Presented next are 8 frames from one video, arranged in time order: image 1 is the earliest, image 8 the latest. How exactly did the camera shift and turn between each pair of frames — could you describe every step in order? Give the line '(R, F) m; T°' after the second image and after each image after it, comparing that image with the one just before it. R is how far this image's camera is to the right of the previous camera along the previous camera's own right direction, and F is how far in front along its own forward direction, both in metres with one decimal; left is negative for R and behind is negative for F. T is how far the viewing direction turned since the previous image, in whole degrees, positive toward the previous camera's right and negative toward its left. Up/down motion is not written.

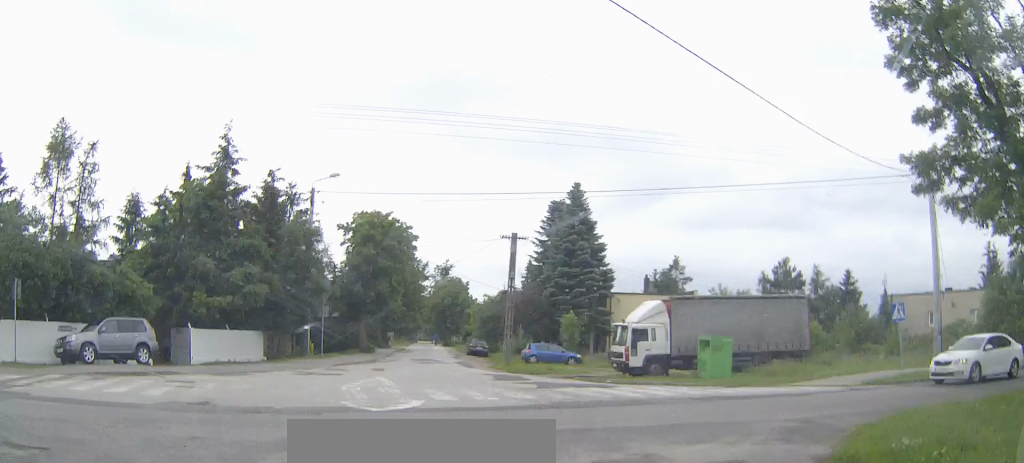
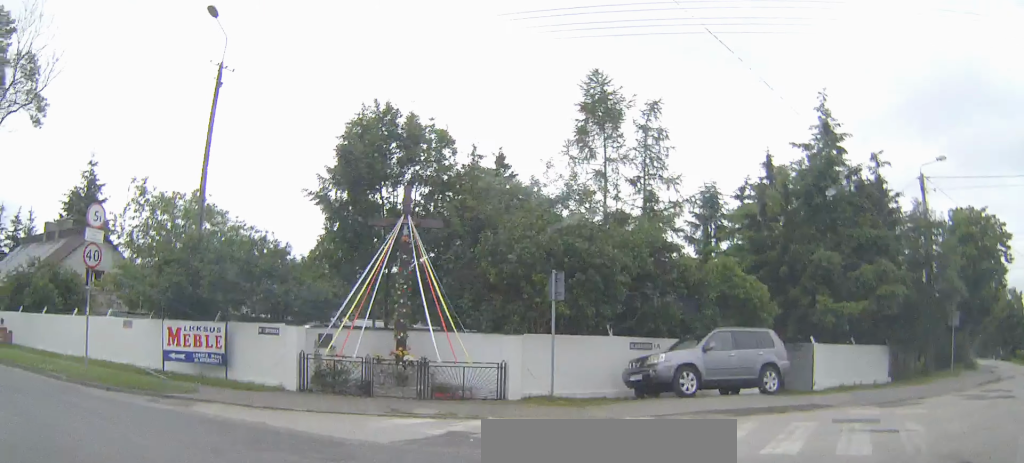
(-2.2, +6.5) m; -34°
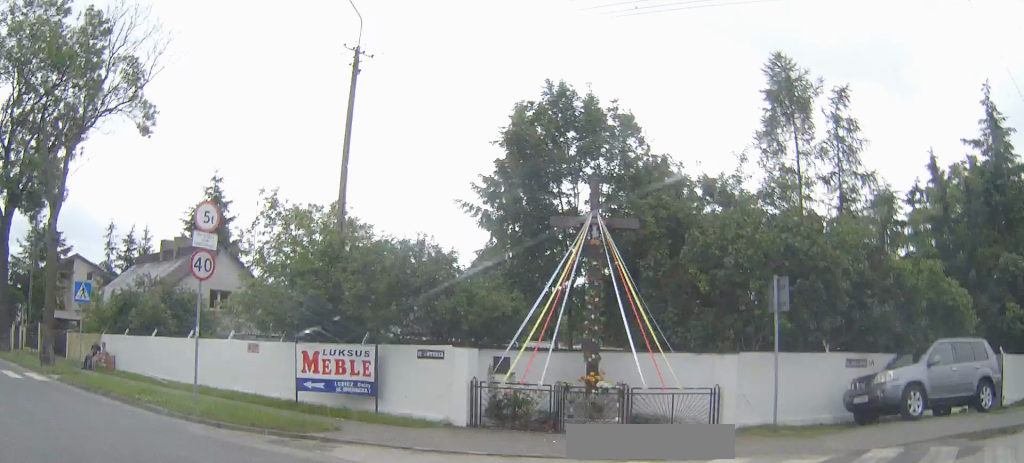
(-0.1, +2.5) m; -8°
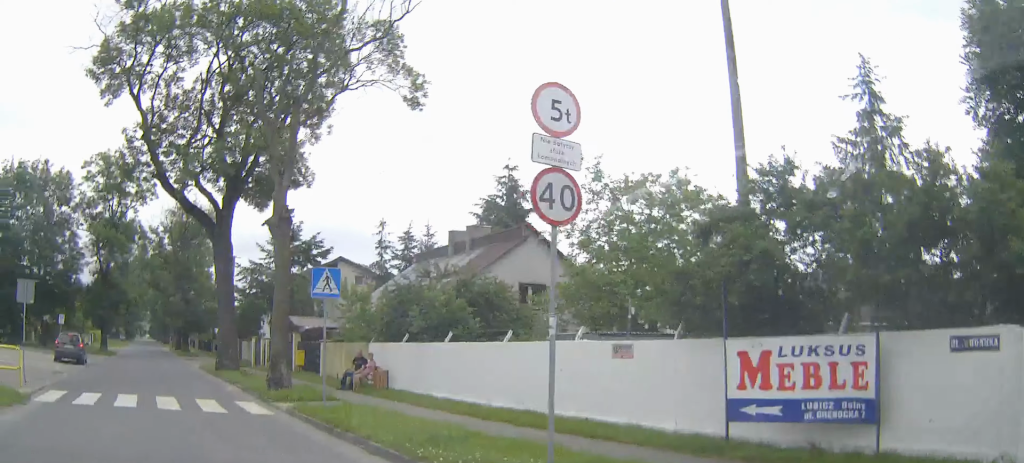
(-1.1, +6.4) m; -19°
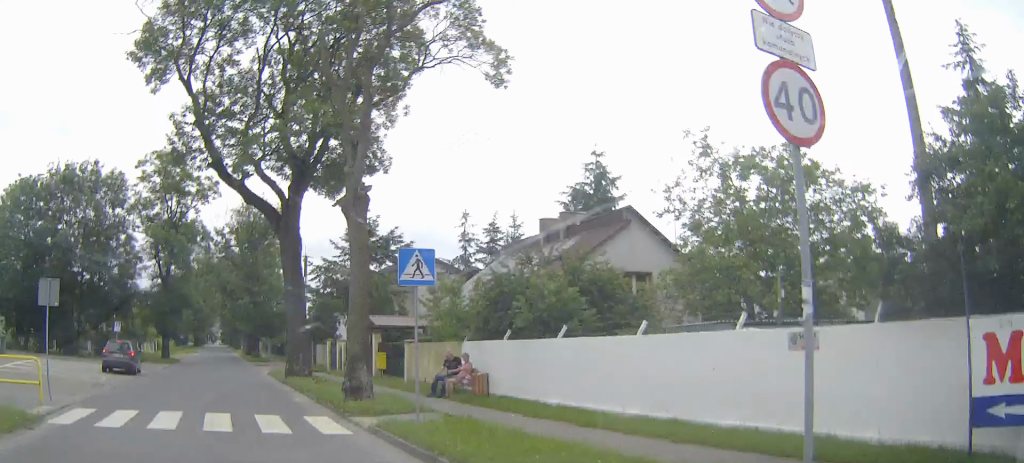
(-0.1, +2.8) m; -7°
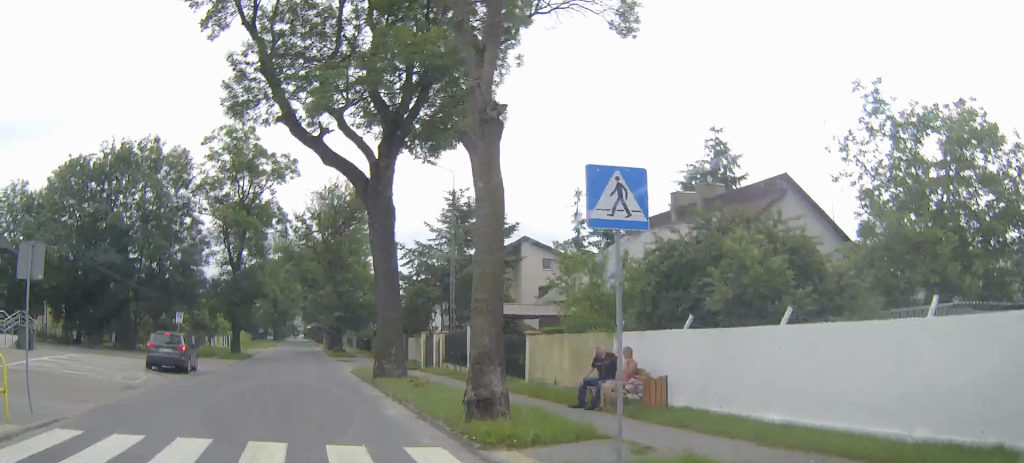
(-0.5, +4.8) m; -6°
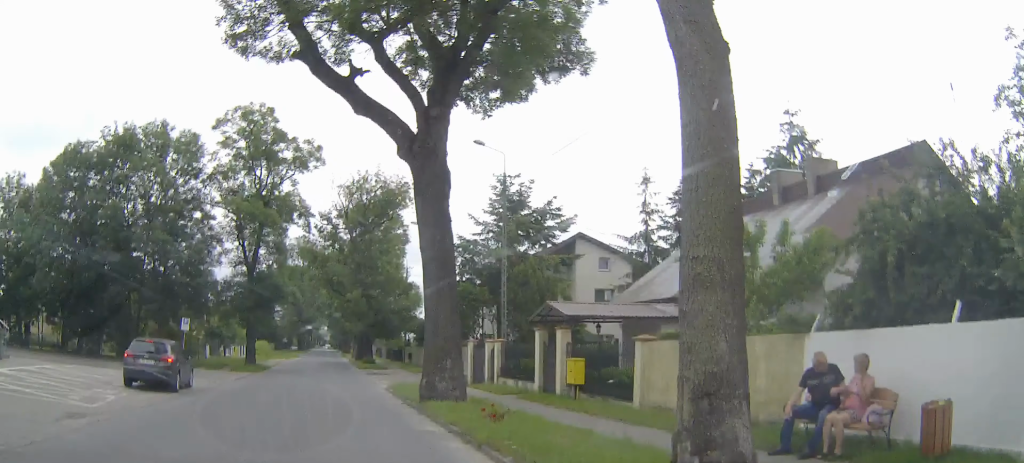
(-0.3, +5.8) m; -2°
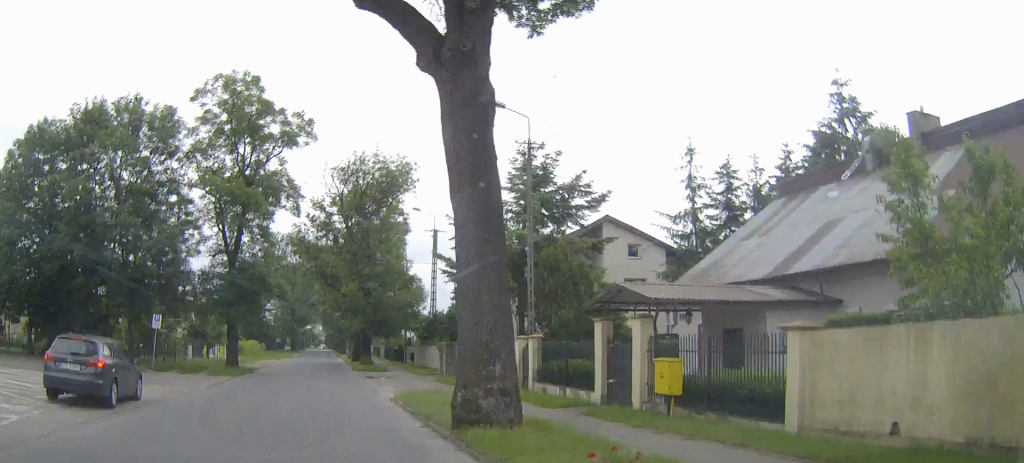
(0.0, +5.4) m; 0°
